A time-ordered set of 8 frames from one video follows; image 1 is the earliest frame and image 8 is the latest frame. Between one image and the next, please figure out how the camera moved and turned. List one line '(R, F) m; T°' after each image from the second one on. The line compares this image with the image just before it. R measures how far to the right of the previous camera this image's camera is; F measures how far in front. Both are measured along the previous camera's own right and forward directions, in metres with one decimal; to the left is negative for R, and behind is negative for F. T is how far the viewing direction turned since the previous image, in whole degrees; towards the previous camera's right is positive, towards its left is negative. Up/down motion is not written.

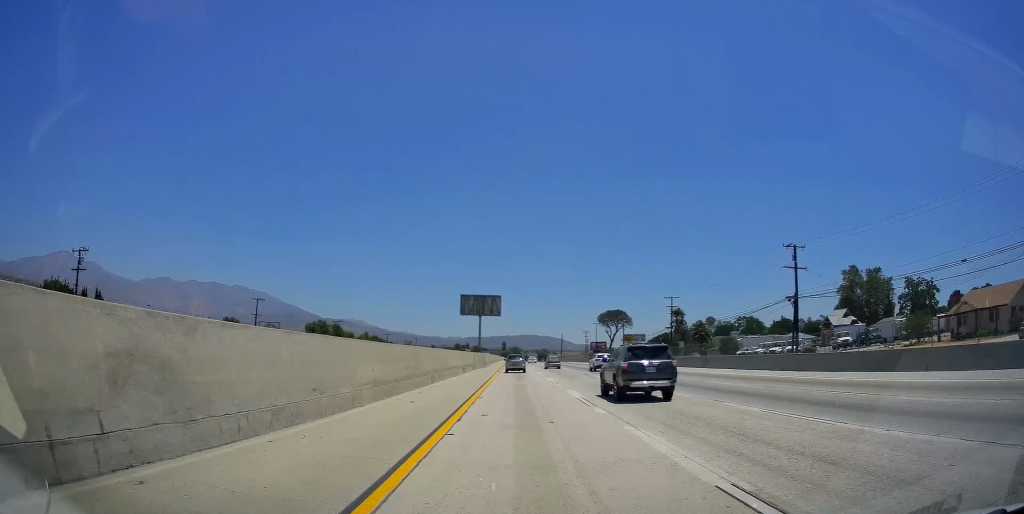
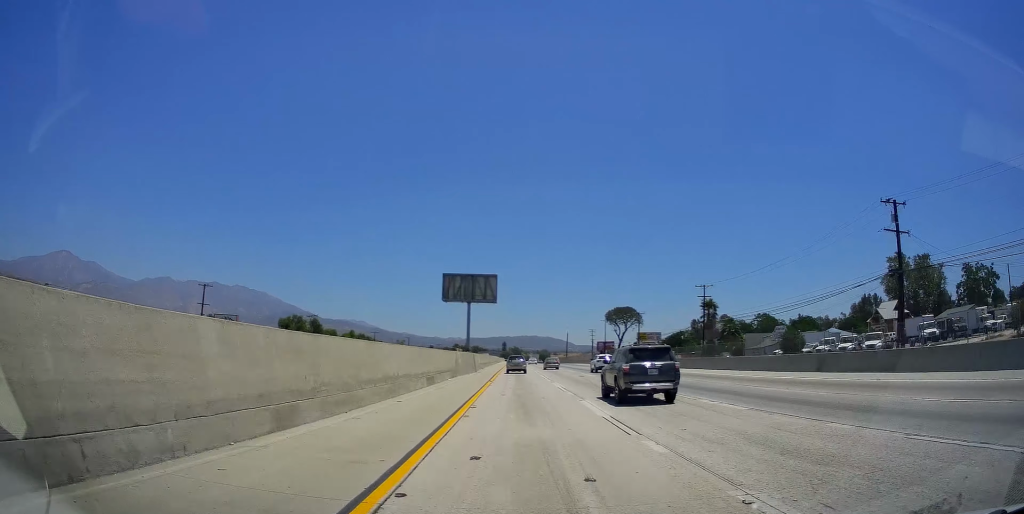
(+0.3, +19.9) m; 0°
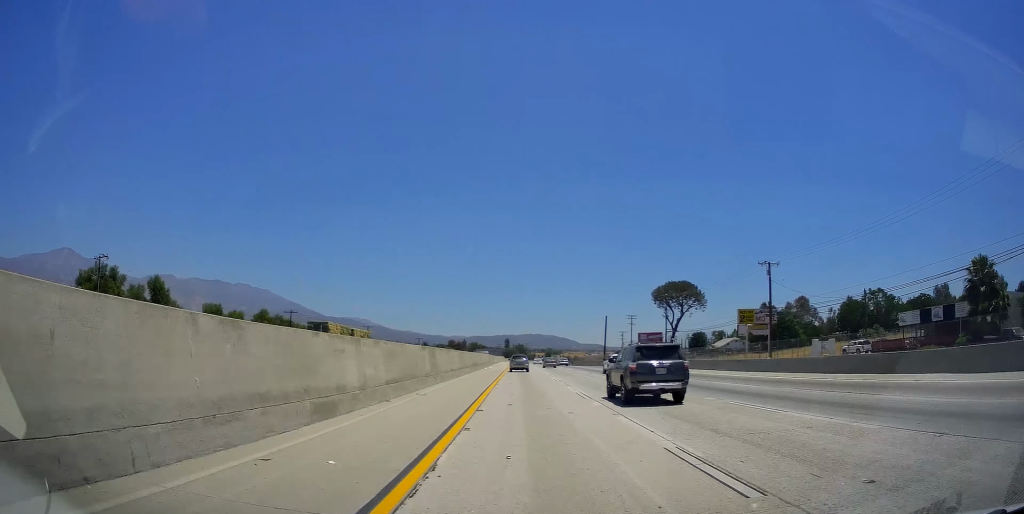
(-0.4, +79.7) m; 0°
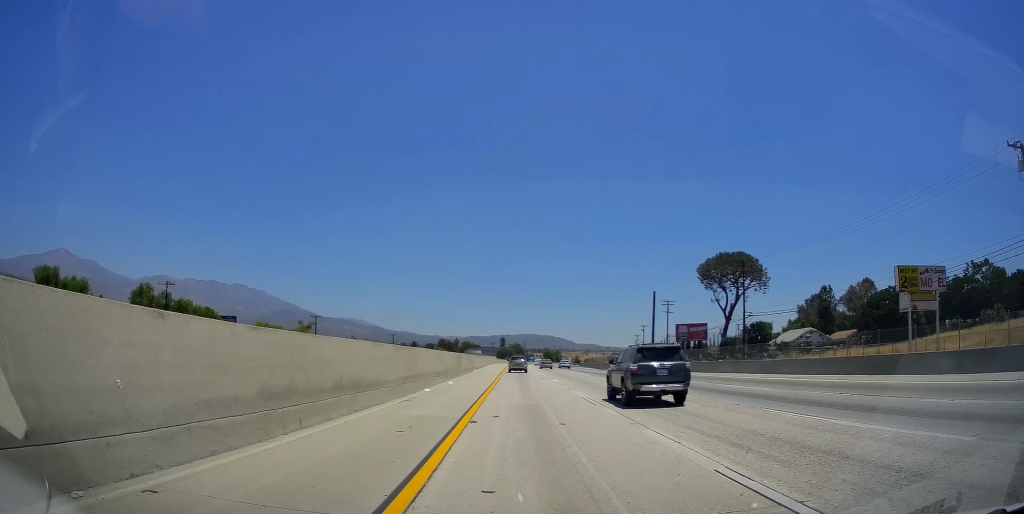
(+0.2, +45.4) m; 0°
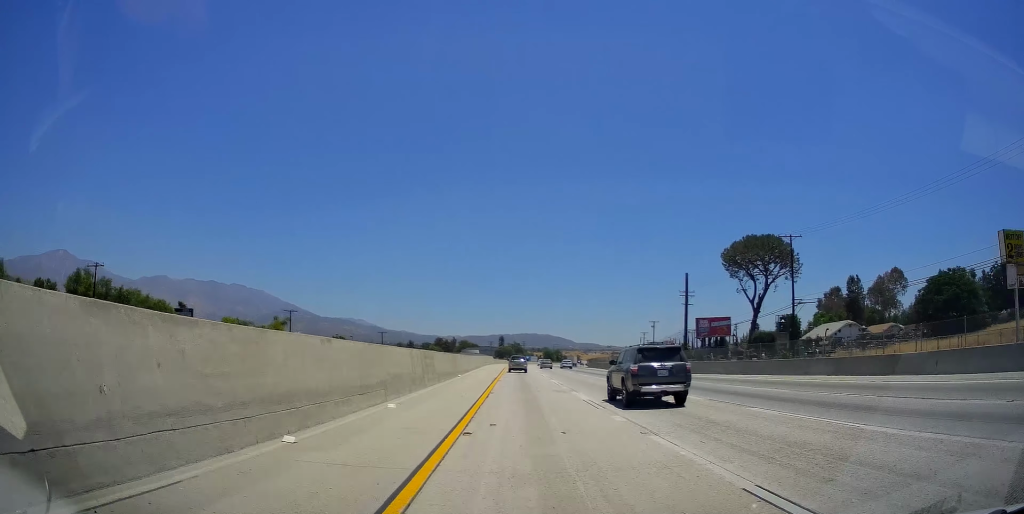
(-0.1, +15.2) m; 0°
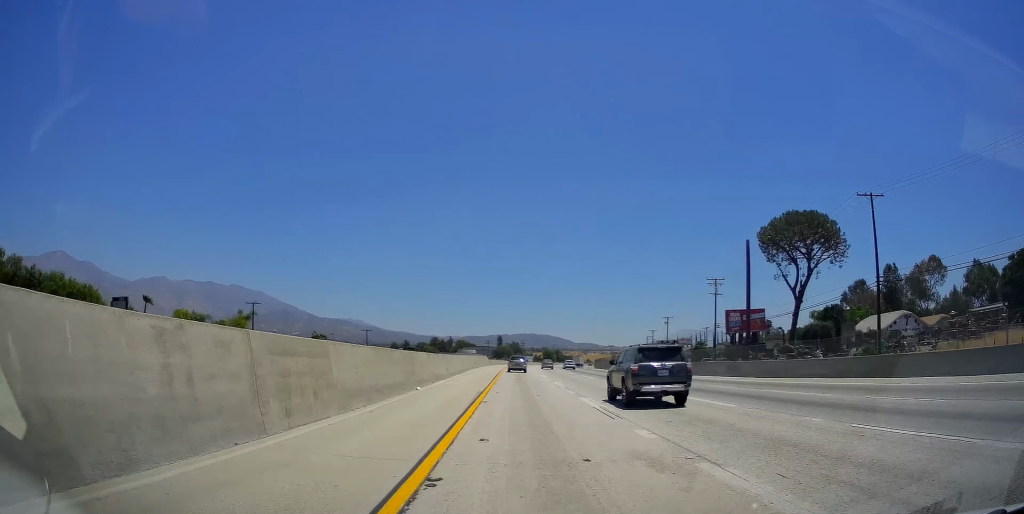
(-0.2, +17.7) m; 0°
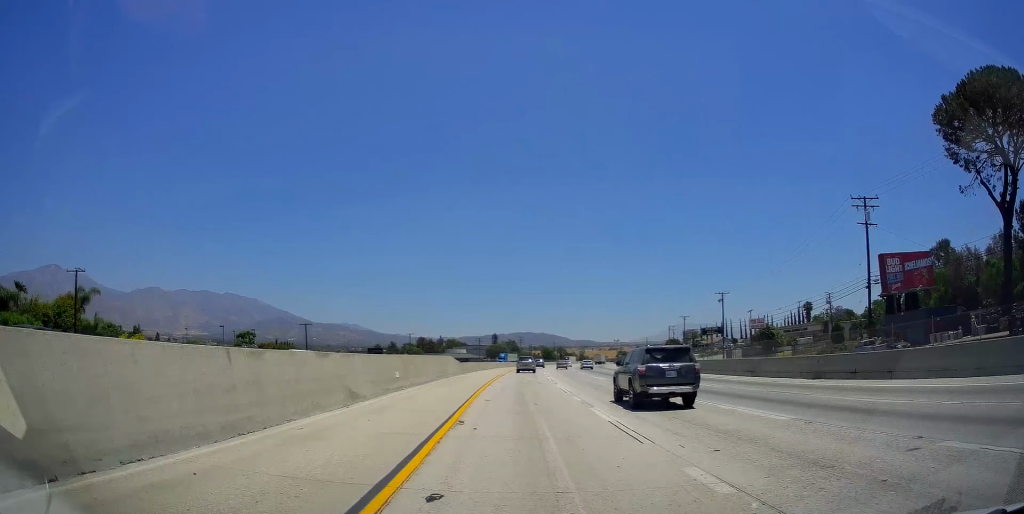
(+0.7, +46.5) m; +1°
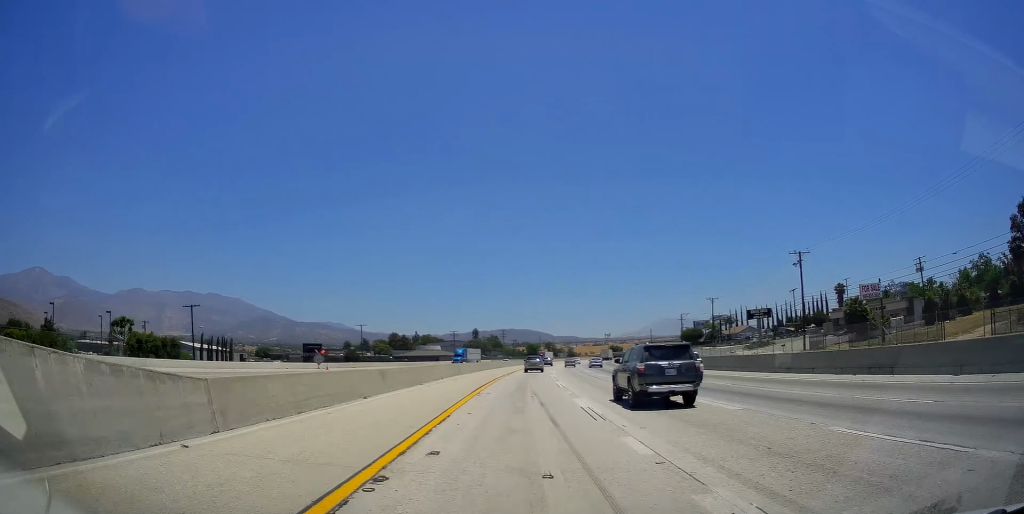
(+0.1, +41.9) m; 0°
